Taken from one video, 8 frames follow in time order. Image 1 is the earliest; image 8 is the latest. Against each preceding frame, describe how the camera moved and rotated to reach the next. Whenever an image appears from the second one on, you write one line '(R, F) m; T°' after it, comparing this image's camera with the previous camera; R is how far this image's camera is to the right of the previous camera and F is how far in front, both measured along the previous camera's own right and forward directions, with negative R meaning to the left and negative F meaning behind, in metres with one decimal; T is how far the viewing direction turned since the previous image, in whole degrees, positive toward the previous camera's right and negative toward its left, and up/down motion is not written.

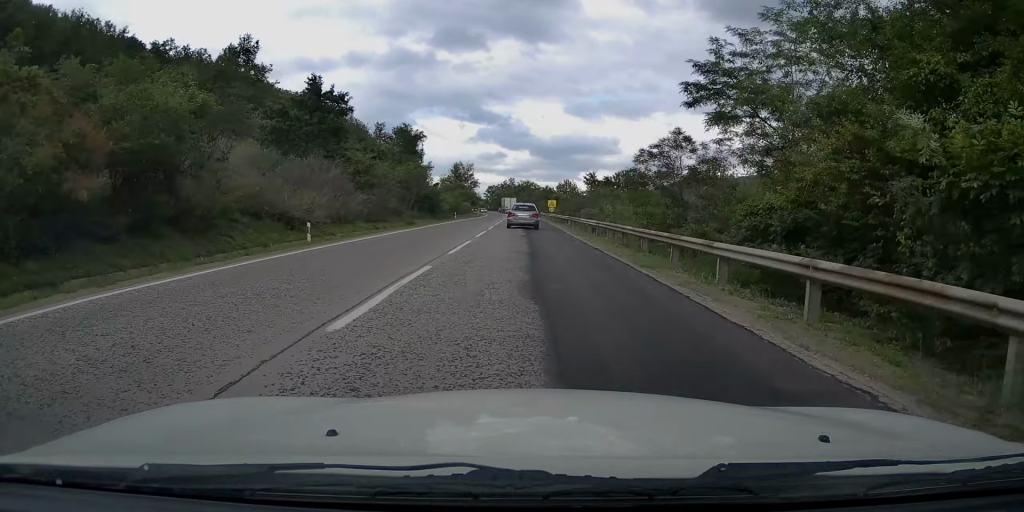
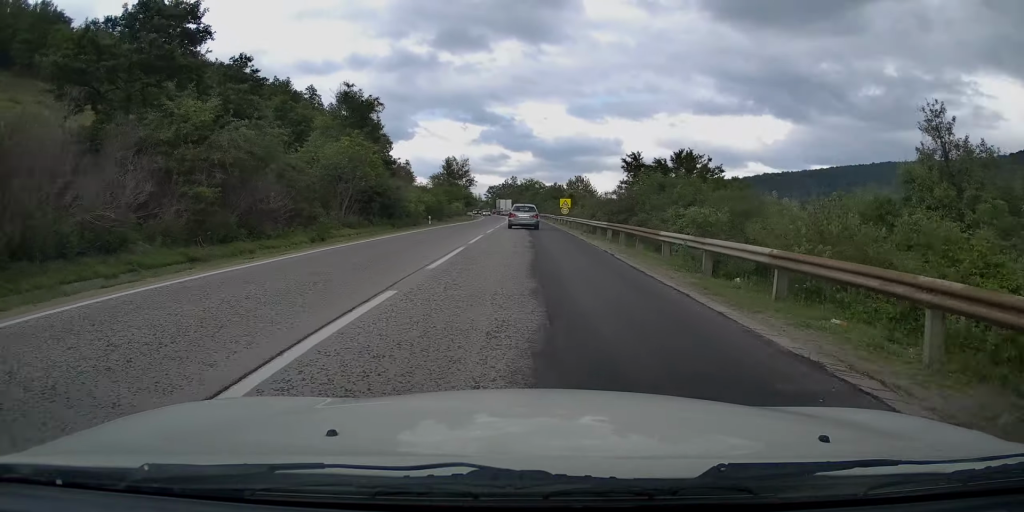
(0.0, +21.5) m; 0°
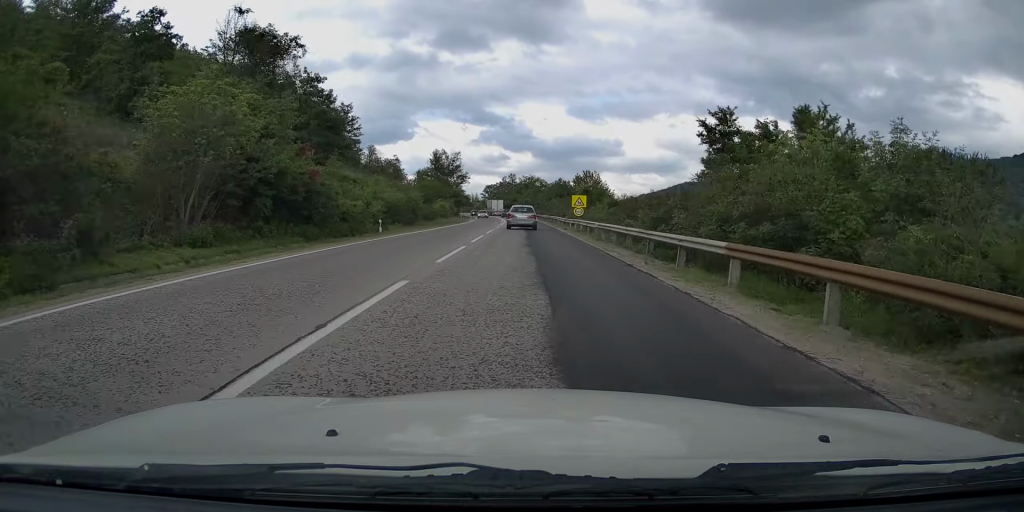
(0.0, +16.8) m; 0°
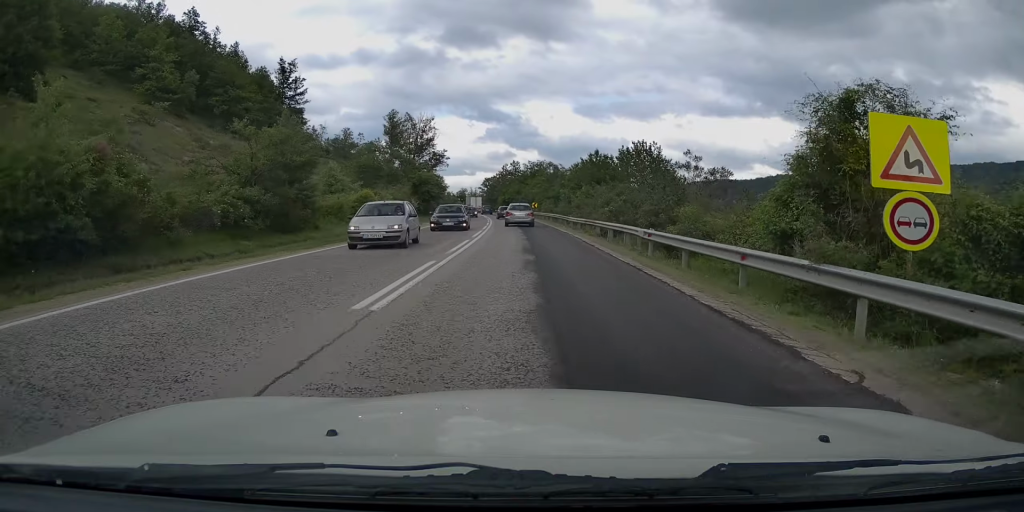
(-0.7, +41.3) m; -1°
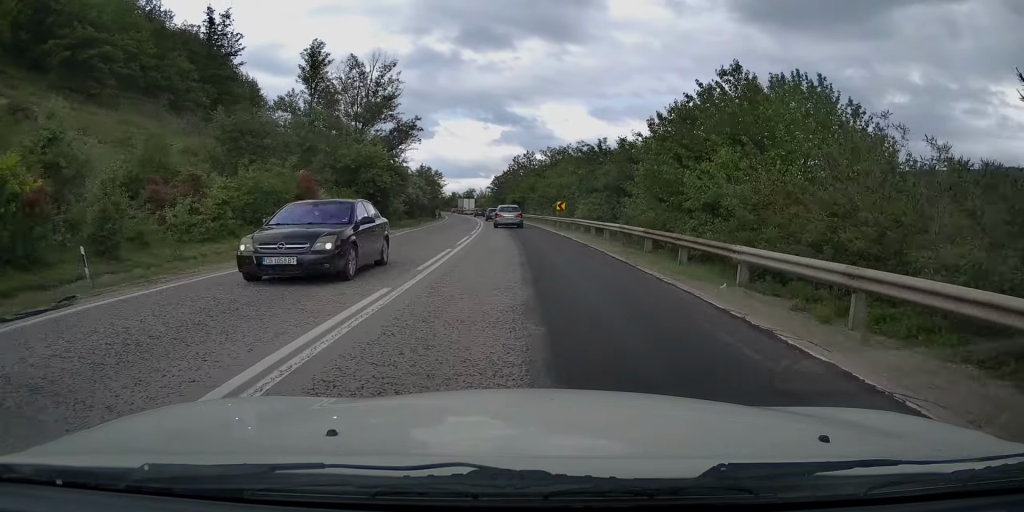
(+0.2, +31.2) m; -1°
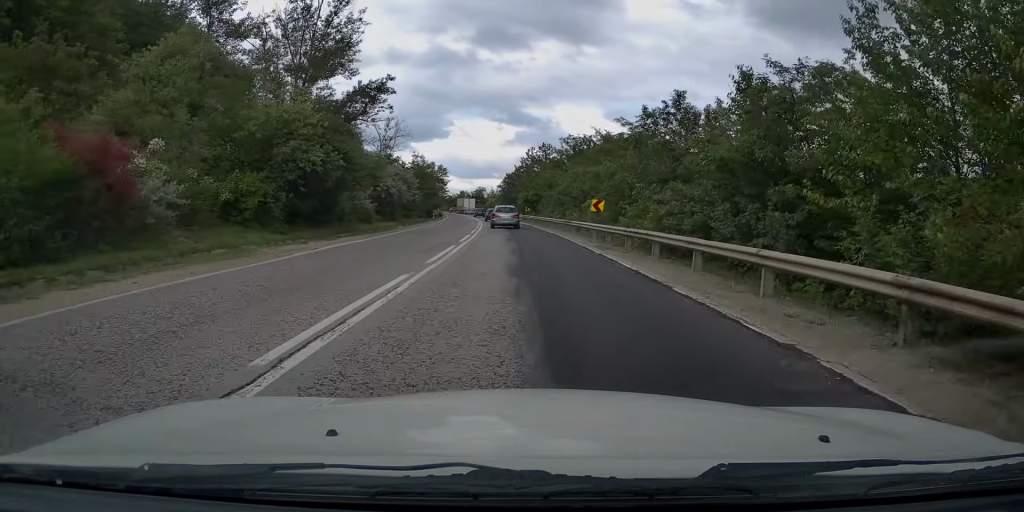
(-0.2, +16.1) m; -2°
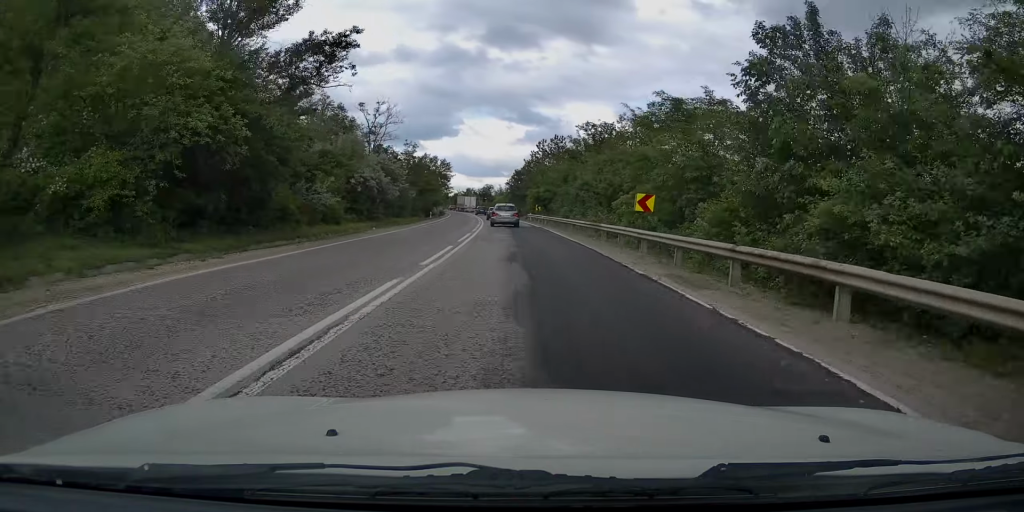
(-0.2, +10.0) m; -1°
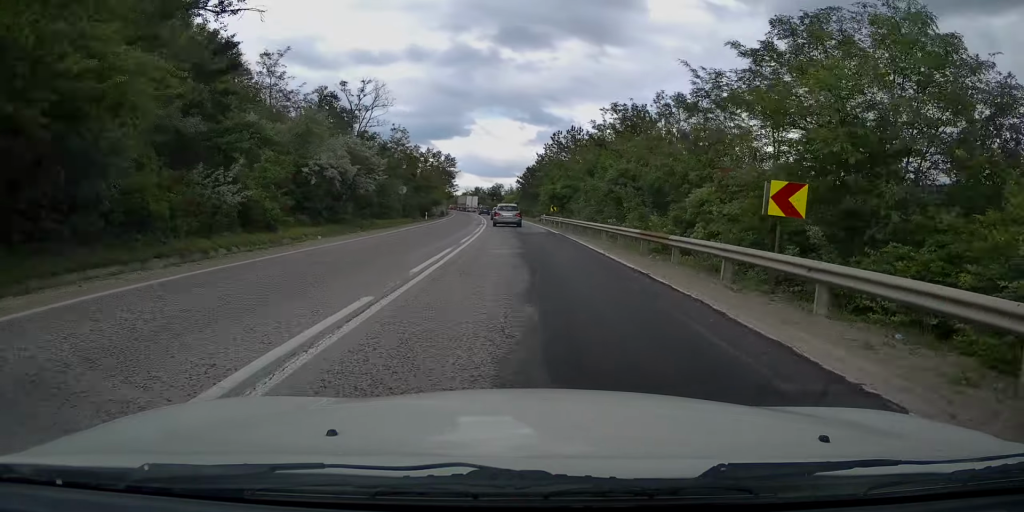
(-0.1, +10.7) m; -1°
